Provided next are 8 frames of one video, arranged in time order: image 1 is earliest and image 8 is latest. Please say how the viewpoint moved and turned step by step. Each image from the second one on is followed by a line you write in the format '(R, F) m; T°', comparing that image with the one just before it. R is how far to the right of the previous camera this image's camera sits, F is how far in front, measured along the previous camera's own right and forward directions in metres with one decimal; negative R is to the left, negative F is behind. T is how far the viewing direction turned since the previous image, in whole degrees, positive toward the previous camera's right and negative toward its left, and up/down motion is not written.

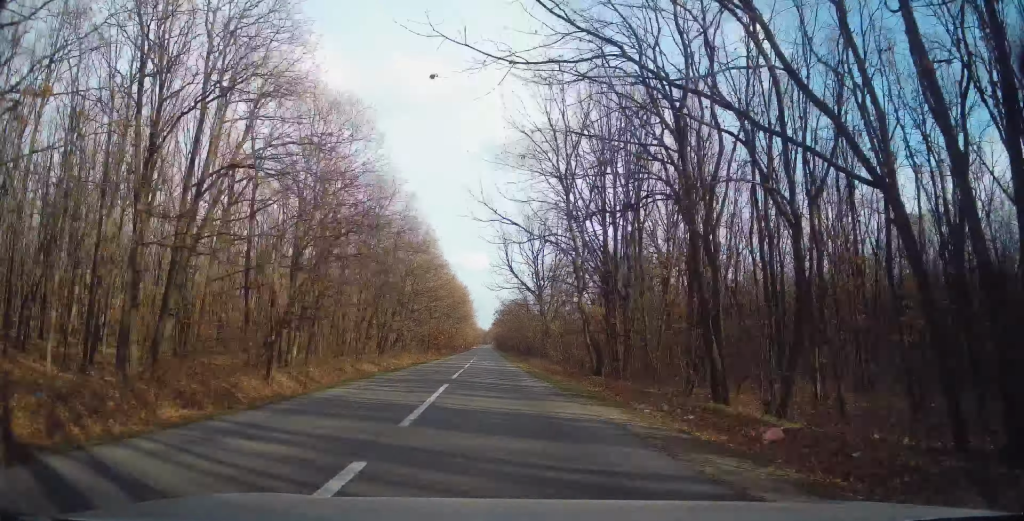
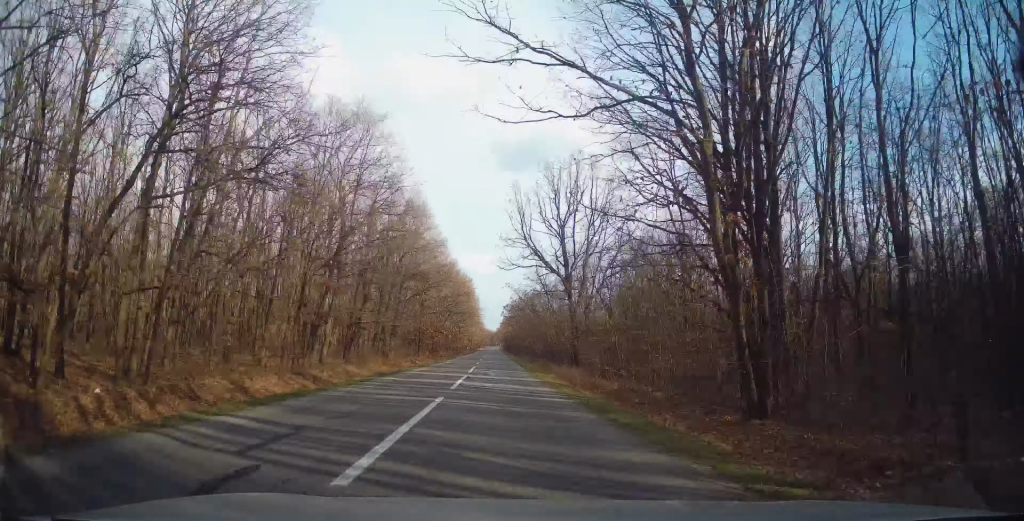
(+0.2, +14.6) m; 0°
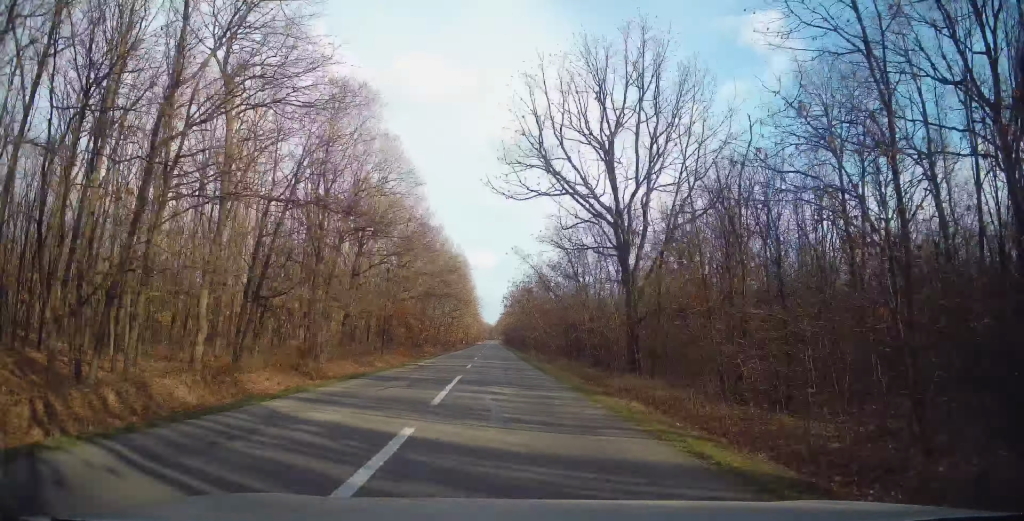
(+0.2, +16.5) m; 0°
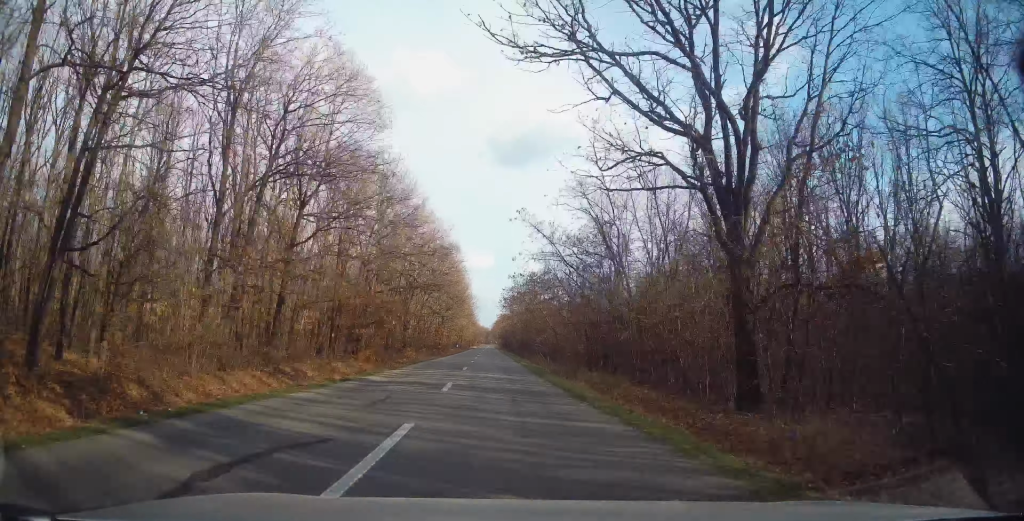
(-0.2, +10.5) m; 0°
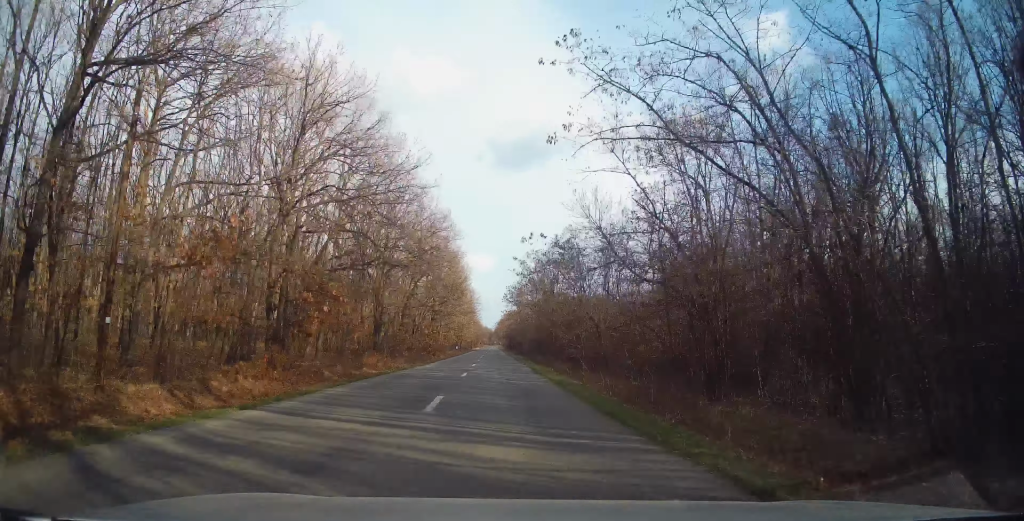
(+0.1, +15.1) m; +1°
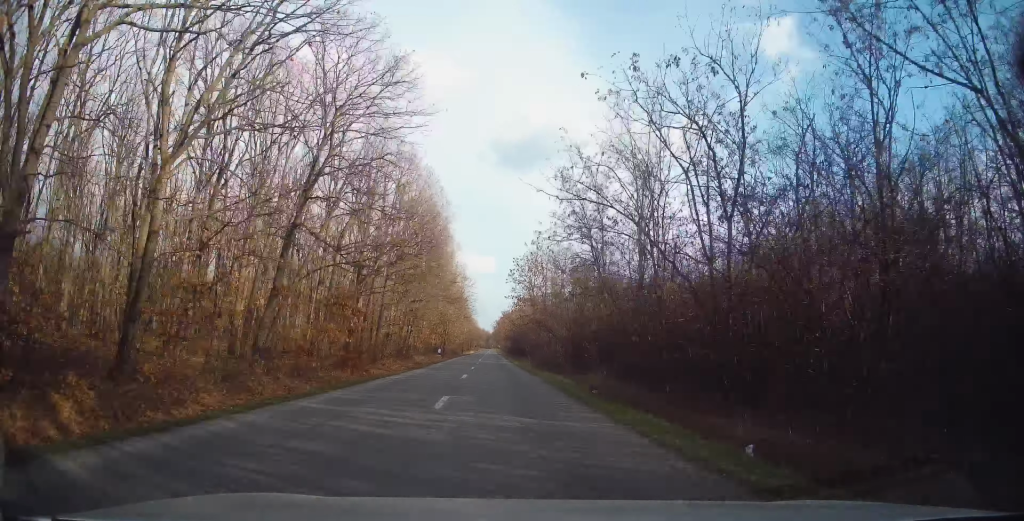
(+0.4, +33.4) m; +1°
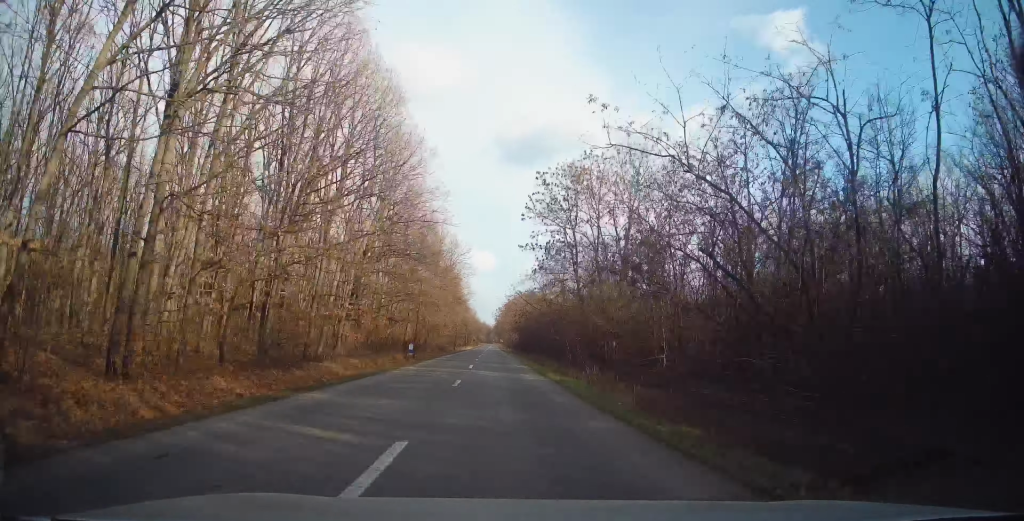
(0.0, +29.8) m; 0°
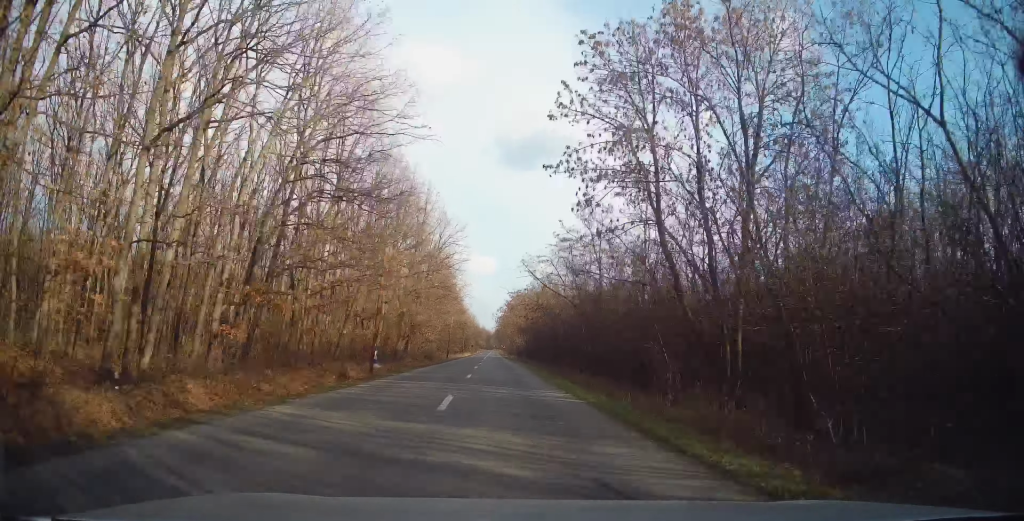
(0.0, +16.0) m; 0°
